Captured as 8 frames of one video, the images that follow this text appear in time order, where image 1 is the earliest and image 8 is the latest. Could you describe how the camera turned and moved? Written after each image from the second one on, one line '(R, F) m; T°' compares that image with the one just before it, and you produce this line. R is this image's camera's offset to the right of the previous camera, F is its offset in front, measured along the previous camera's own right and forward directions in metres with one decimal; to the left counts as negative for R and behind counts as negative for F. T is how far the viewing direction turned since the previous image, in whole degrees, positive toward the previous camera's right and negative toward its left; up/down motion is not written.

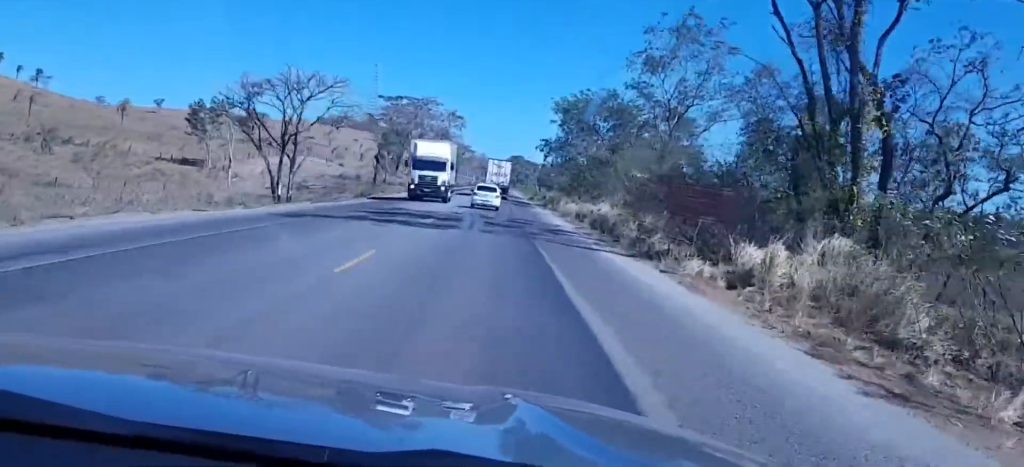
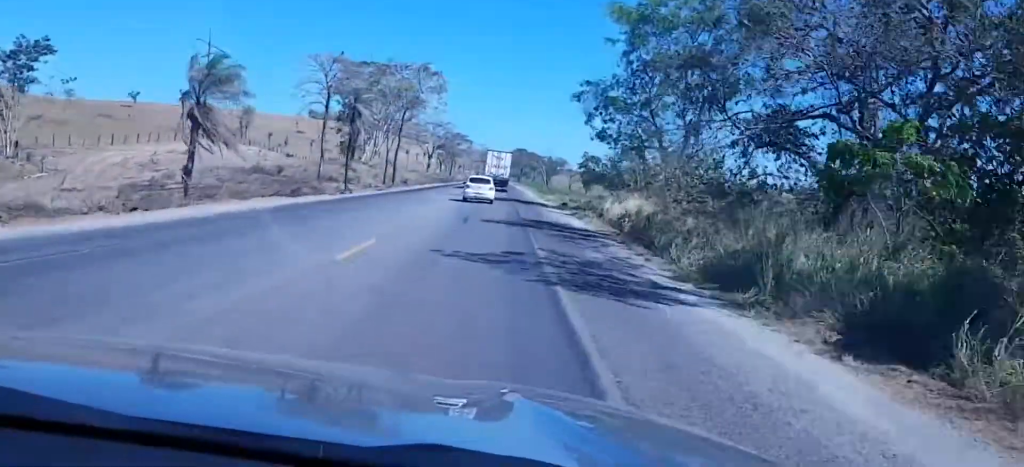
(-0.5, +63.1) m; -1°
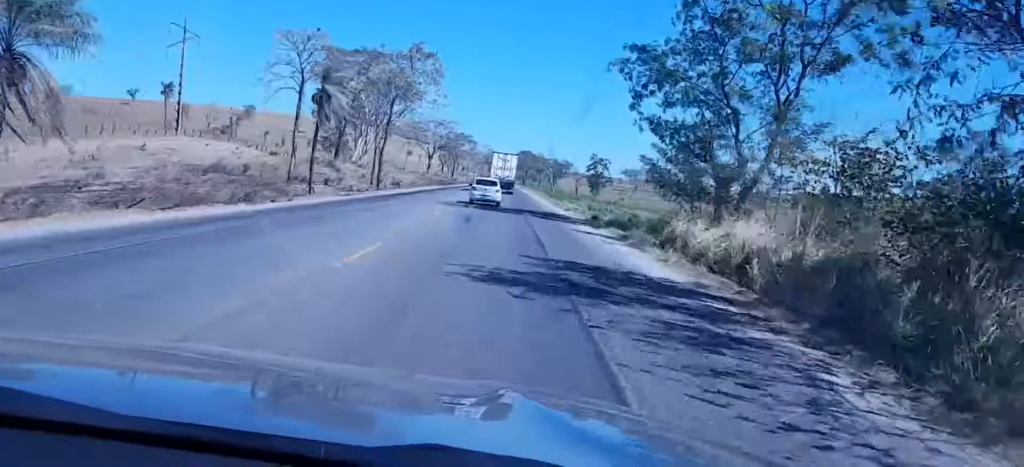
(0.0, +18.1) m; 0°
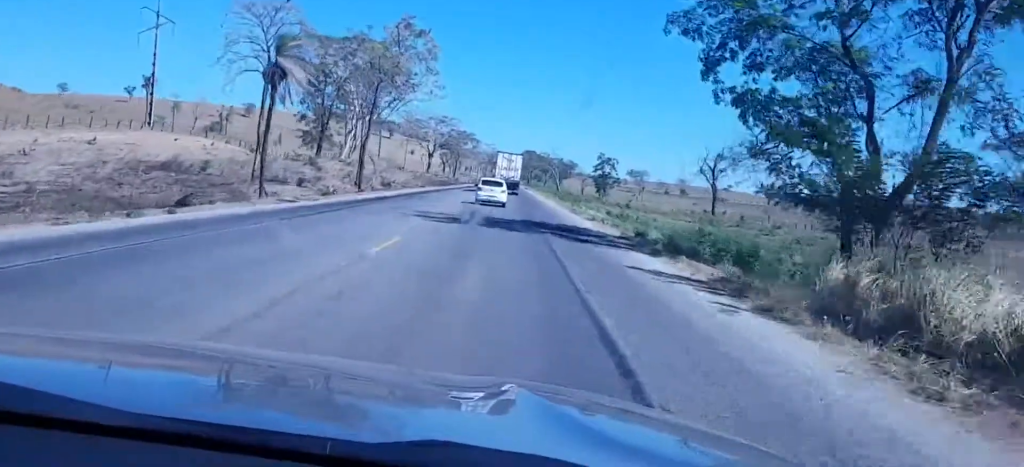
(+0.2, +14.3) m; 0°
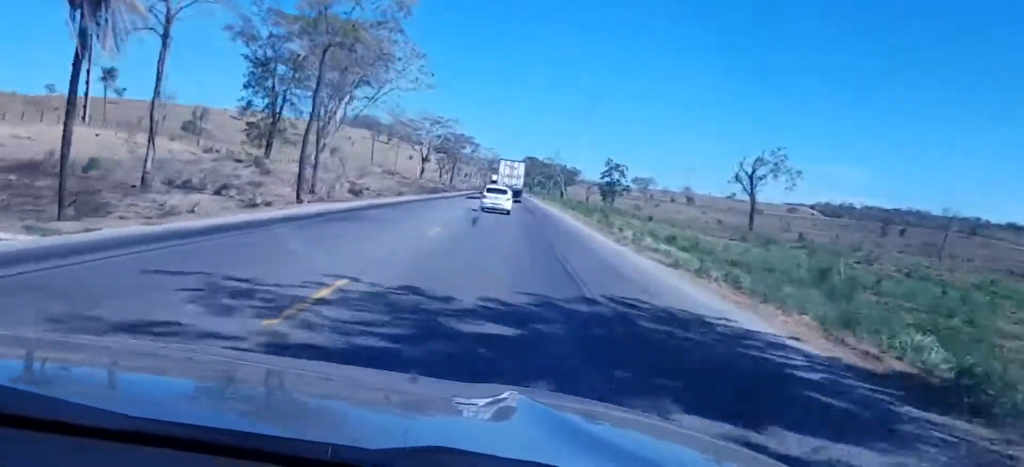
(-0.3, +22.8) m; 0°
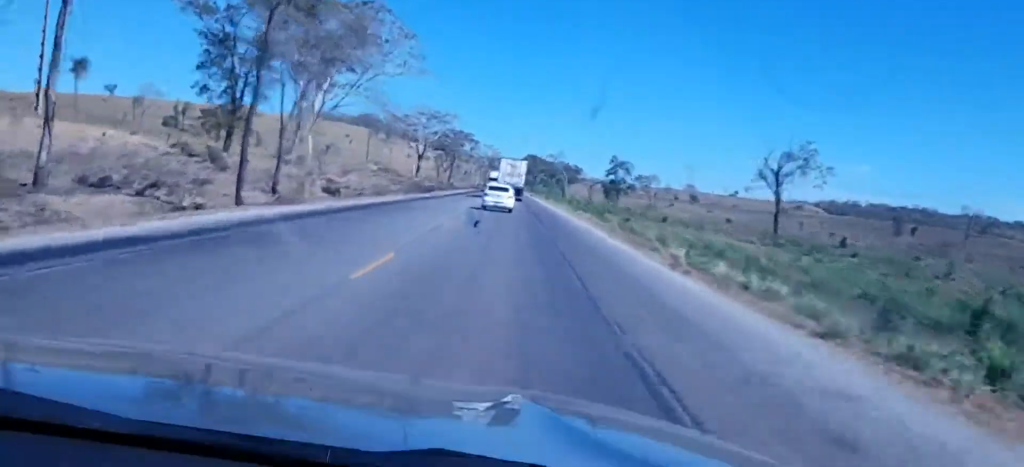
(+0.2, +11.5) m; 0°
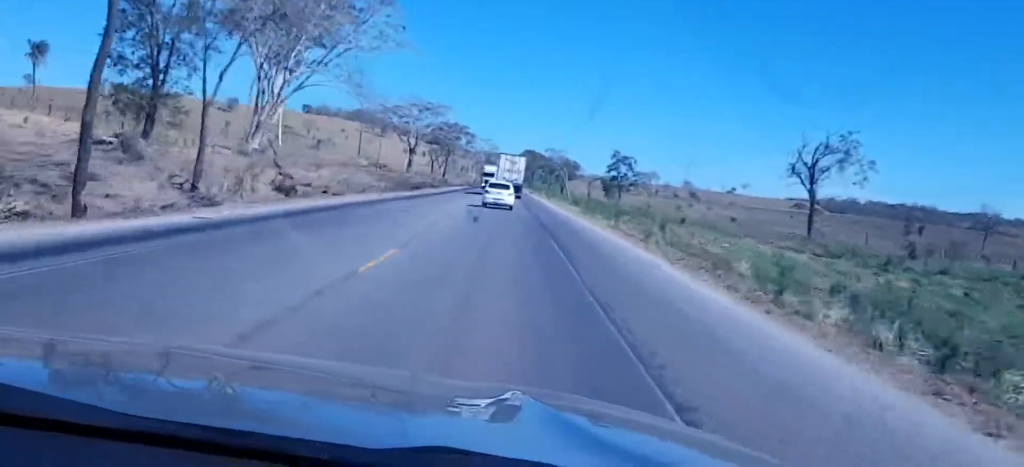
(+0.1, +16.2) m; 0°
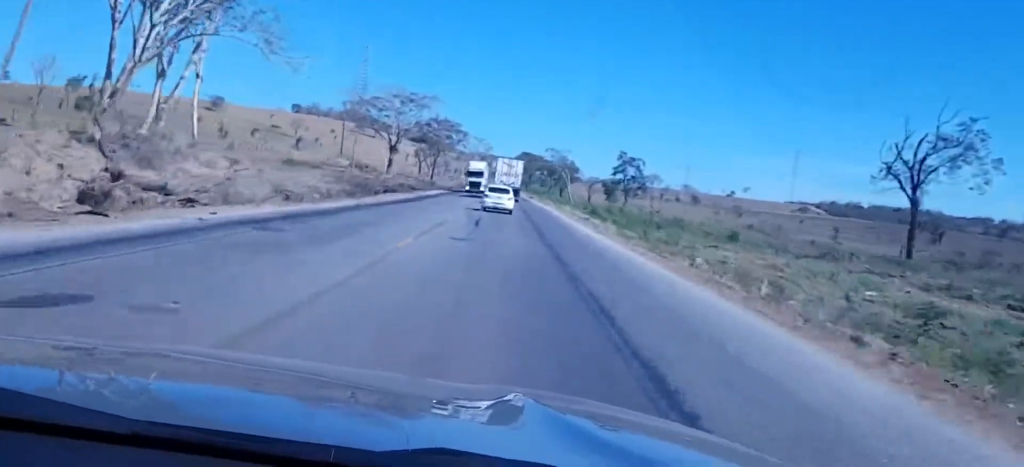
(-0.1, +28.4) m; +1°
